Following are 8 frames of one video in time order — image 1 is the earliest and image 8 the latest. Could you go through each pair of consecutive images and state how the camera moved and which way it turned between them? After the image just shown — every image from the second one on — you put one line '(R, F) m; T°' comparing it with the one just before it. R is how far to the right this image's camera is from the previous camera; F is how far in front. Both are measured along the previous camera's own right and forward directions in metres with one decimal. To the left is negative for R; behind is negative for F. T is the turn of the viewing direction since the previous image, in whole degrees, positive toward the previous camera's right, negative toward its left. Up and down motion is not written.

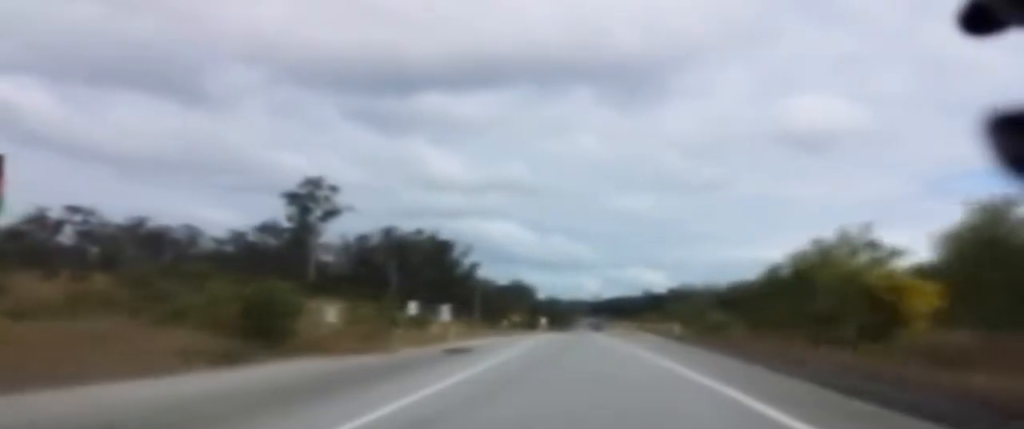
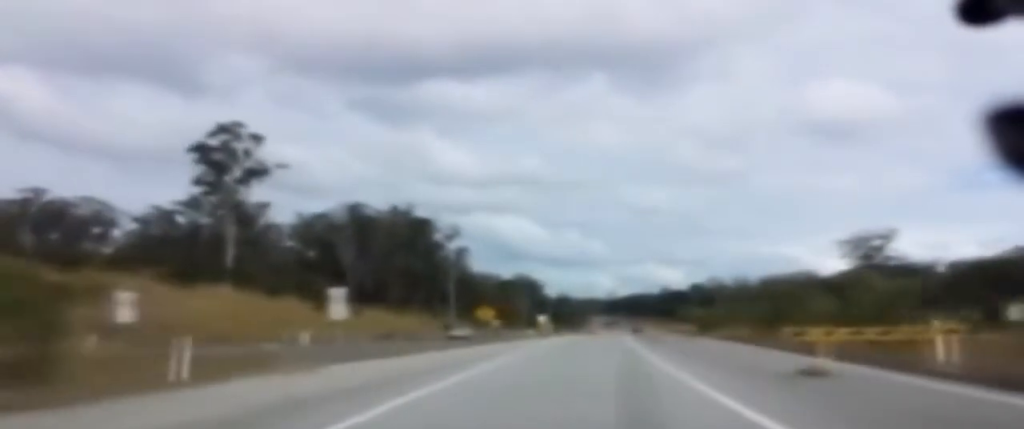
(-0.7, +38.1) m; -2°
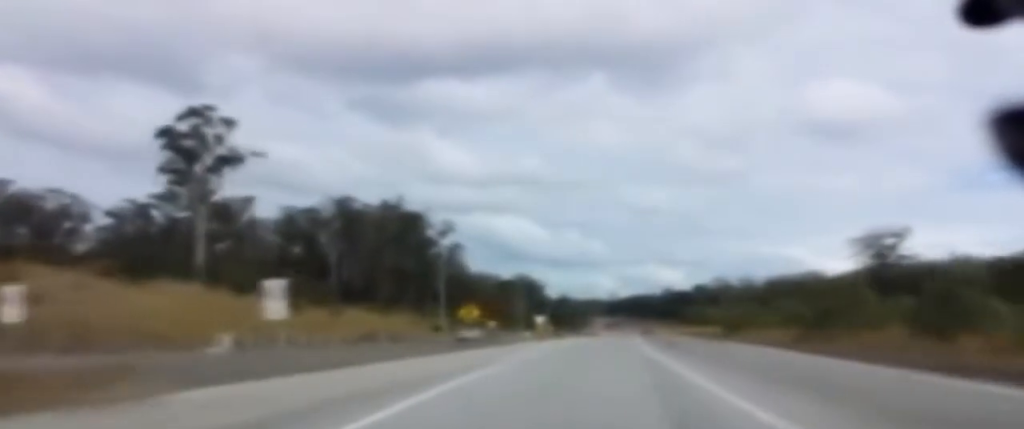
(-0.1, +9.0) m; 0°
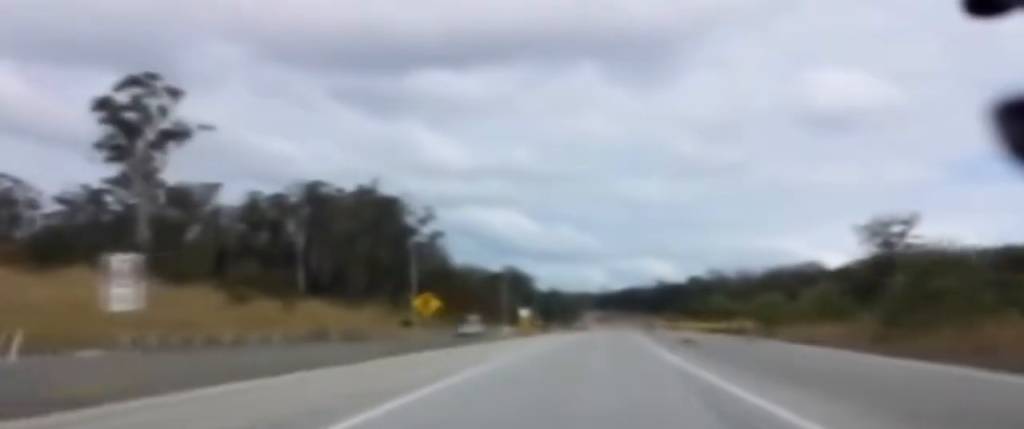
(-0.1, +10.7) m; 0°
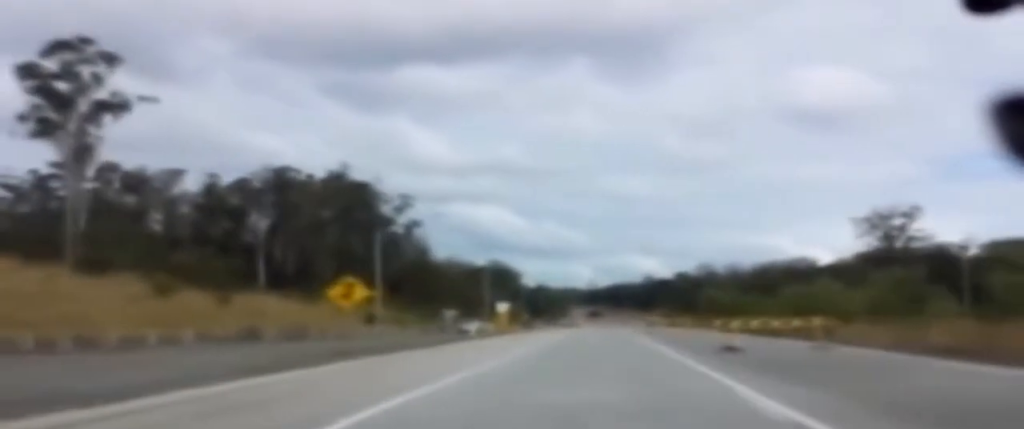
(+0.2, +11.3) m; +1°
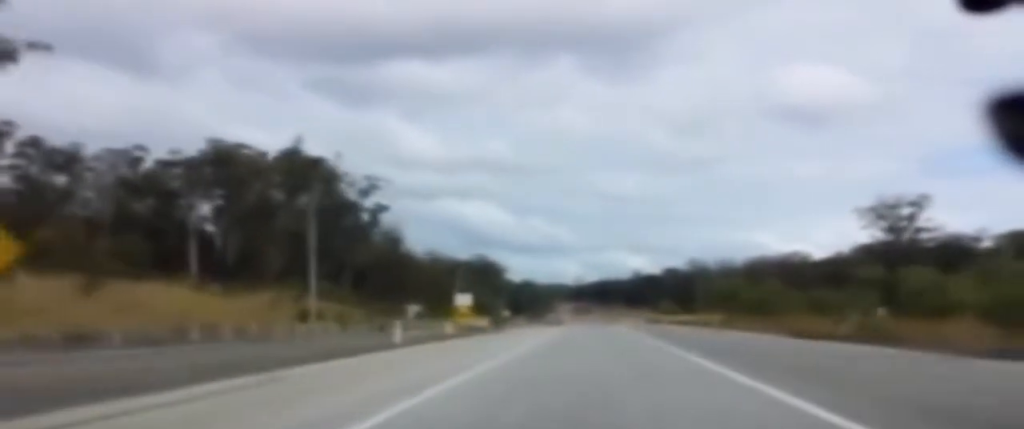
(+0.1, +16.6) m; 0°
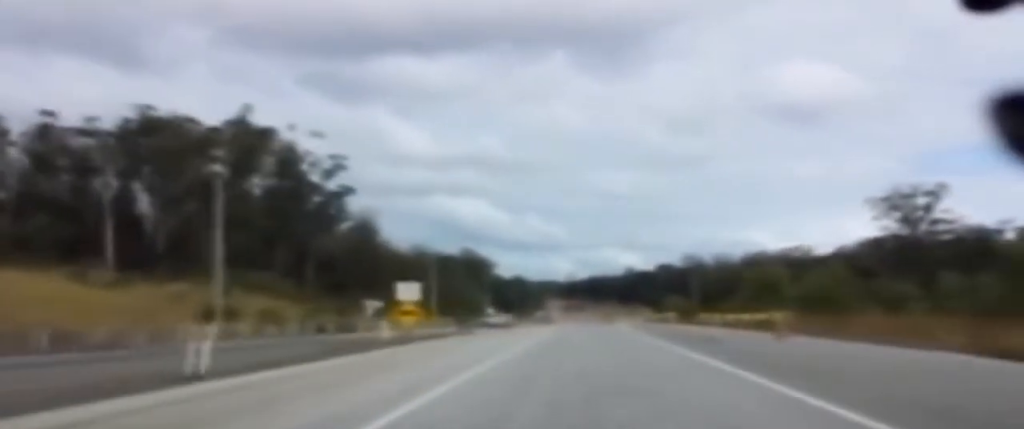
(0.0, +15.3) m; 0°
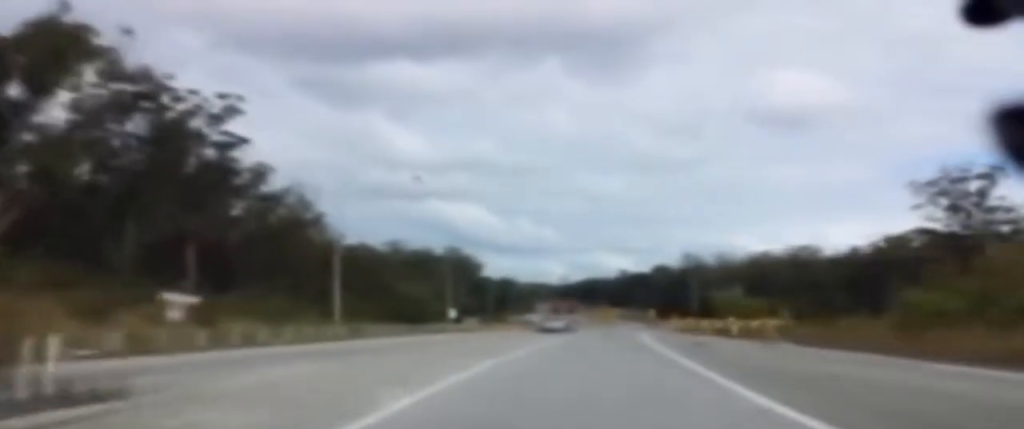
(+0.2, +36.1) m; +1°
